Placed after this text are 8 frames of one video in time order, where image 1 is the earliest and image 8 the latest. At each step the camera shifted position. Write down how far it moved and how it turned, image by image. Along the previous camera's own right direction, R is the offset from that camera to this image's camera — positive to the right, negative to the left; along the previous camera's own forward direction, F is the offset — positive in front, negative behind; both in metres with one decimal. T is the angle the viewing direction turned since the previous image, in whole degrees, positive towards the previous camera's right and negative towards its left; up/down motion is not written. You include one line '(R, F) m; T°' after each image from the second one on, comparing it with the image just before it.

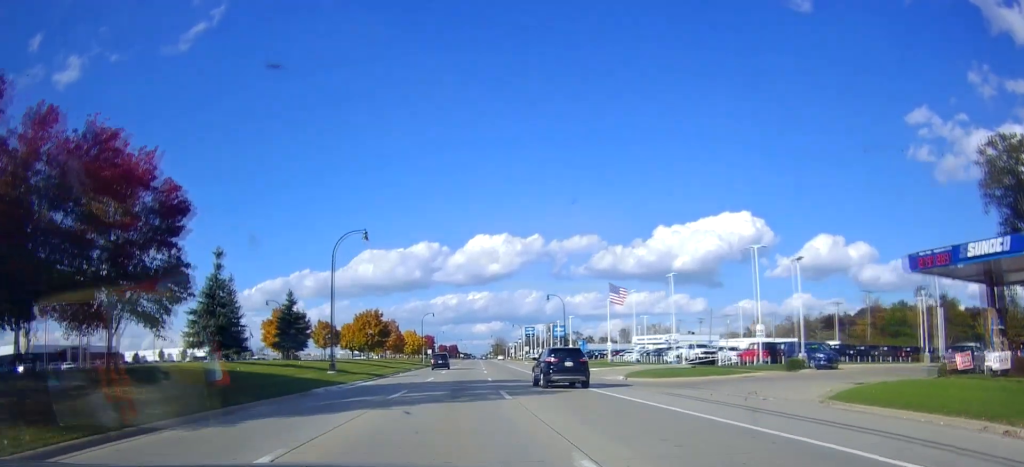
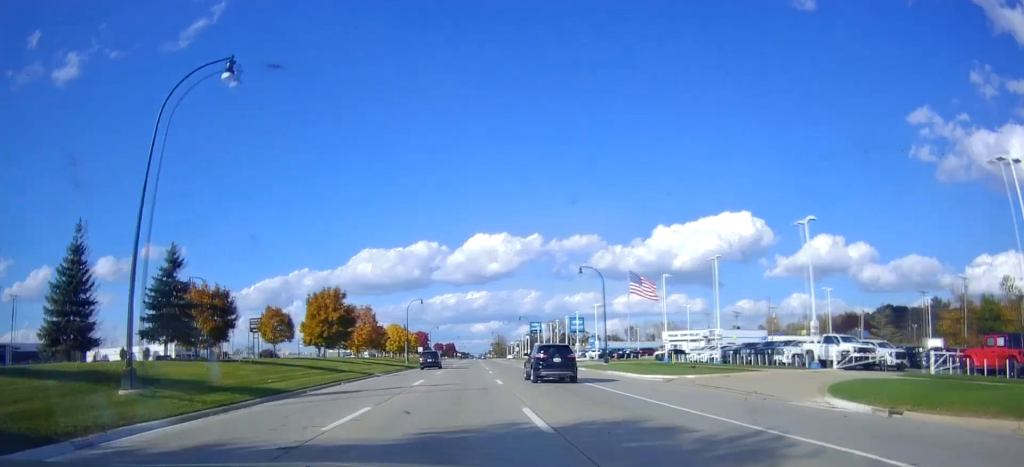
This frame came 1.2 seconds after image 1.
(+0.6, +24.0) m; 0°
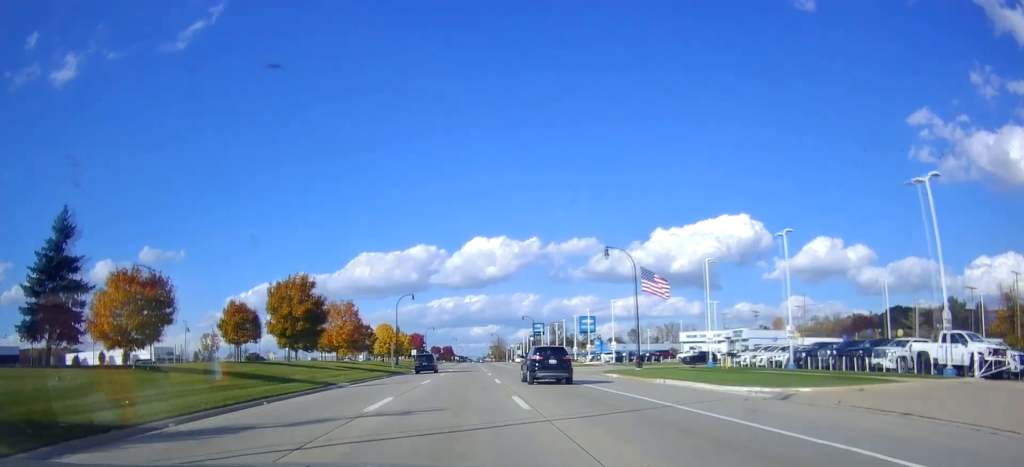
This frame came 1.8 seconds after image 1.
(-0.4, +11.2) m; -1°
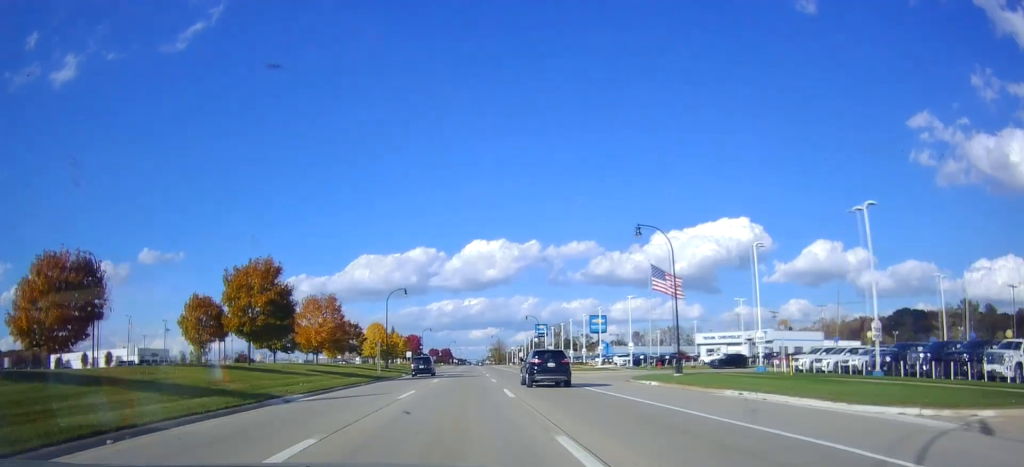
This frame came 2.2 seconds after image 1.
(-0.2, +8.6) m; 0°
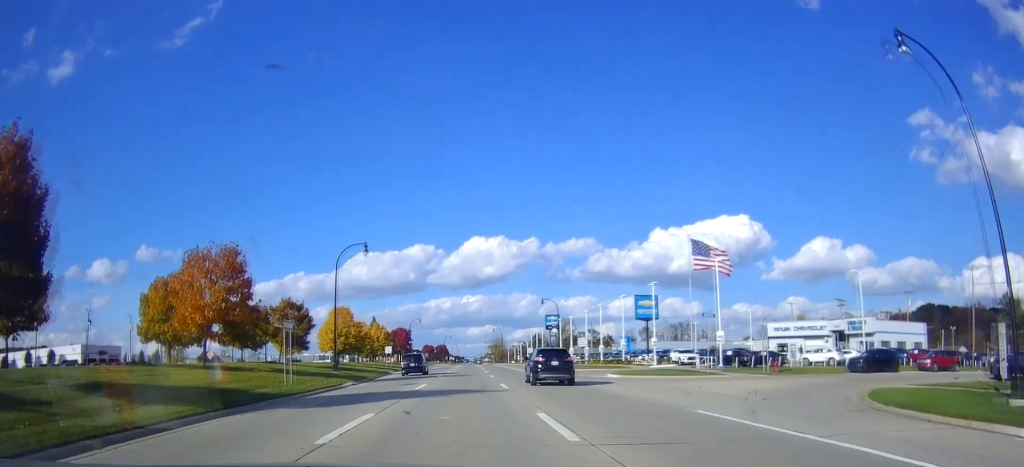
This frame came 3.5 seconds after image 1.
(+0.7, +25.6) m; +2°
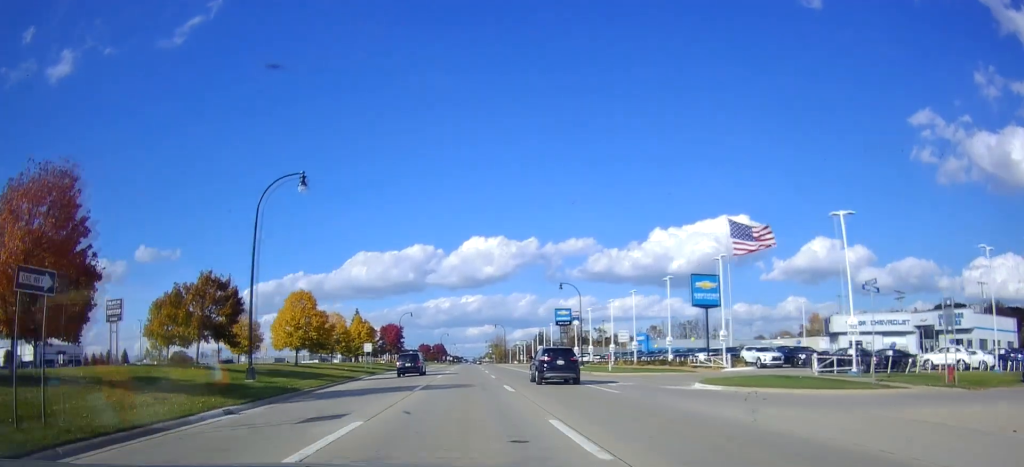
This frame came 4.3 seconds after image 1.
(+0.2, +16.9) m; -1°
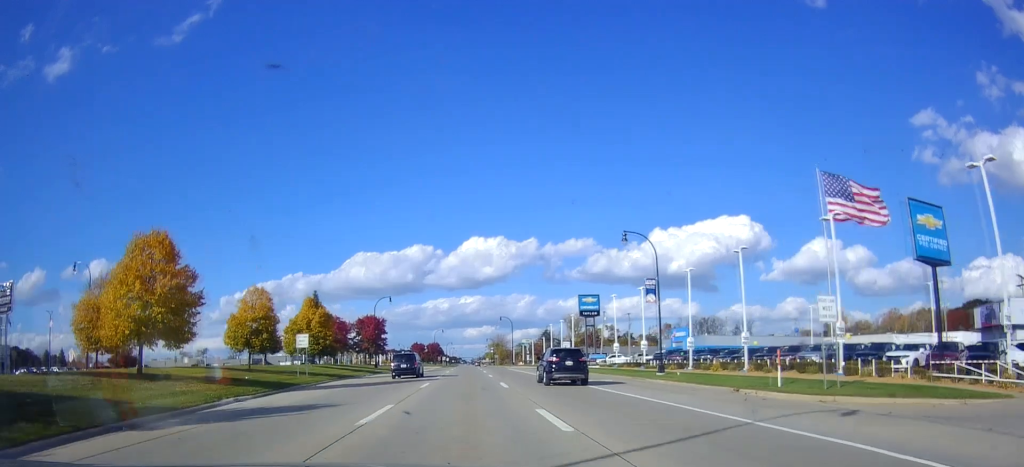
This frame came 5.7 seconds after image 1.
(-0.2, +27.3) m; +1°
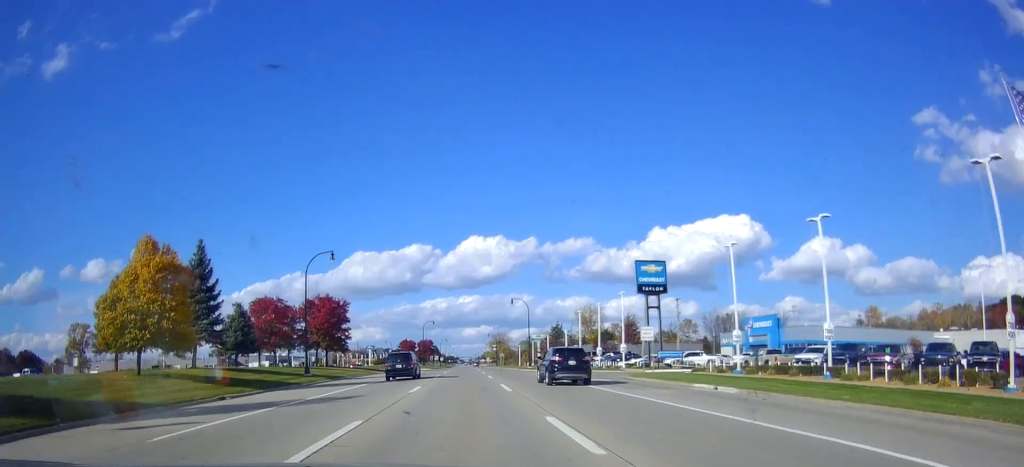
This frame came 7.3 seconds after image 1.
(+0.5, +33.5) m; 0°
